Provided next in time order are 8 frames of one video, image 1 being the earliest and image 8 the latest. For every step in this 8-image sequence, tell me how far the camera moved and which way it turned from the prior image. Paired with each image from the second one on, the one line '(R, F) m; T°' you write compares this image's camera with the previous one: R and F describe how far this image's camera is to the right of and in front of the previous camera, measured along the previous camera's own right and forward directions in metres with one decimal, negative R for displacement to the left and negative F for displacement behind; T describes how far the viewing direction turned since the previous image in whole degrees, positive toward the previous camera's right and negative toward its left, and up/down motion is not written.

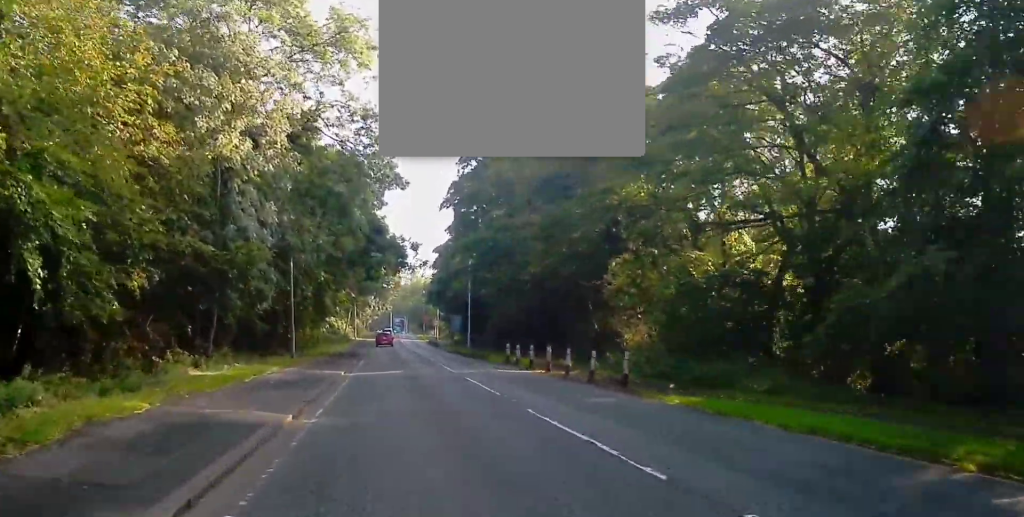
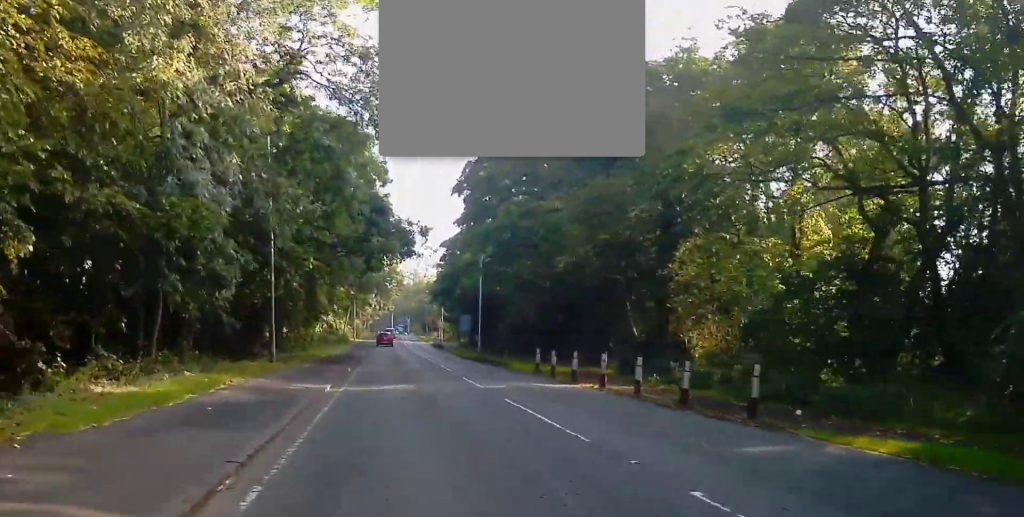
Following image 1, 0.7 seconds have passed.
(-0.5, +6.9) m; 0°
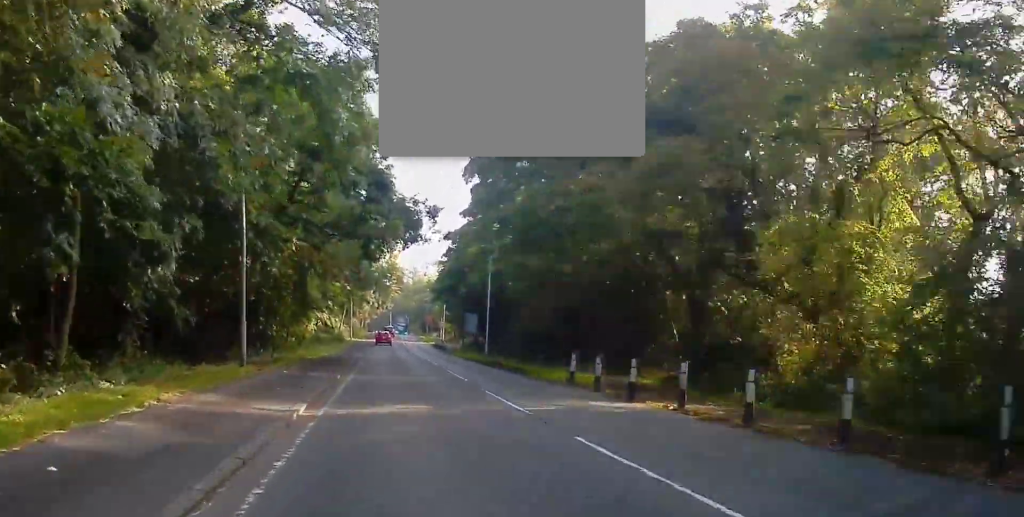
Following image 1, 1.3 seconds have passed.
(+0.1, +5.8) m; 0°
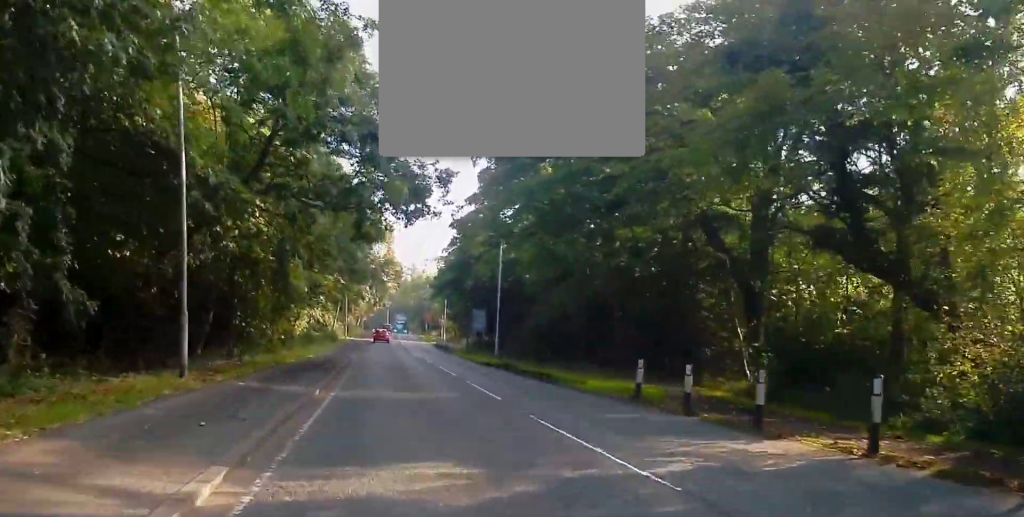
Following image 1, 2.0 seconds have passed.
(+0.3, +6.5) m; +1°
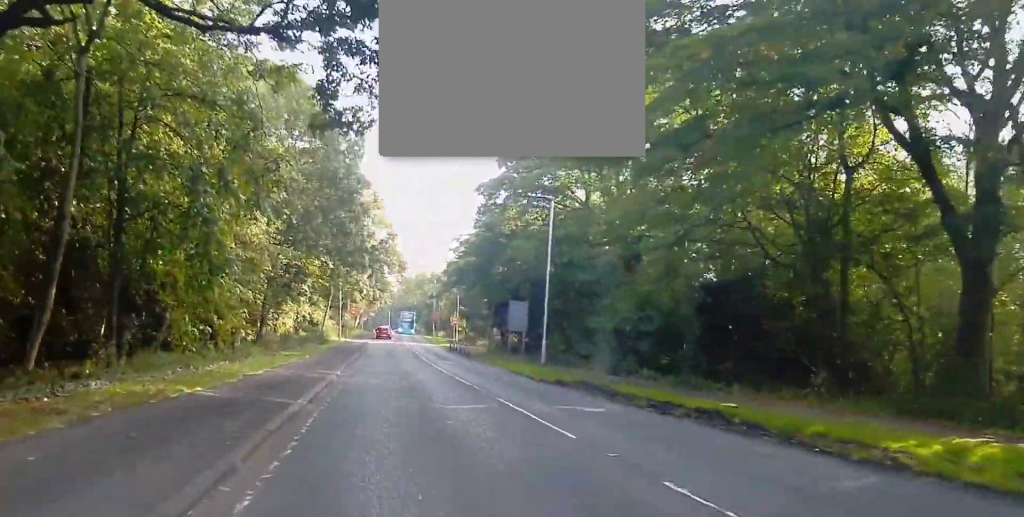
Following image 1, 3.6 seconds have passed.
(-0.3, +15.2) m; 0°
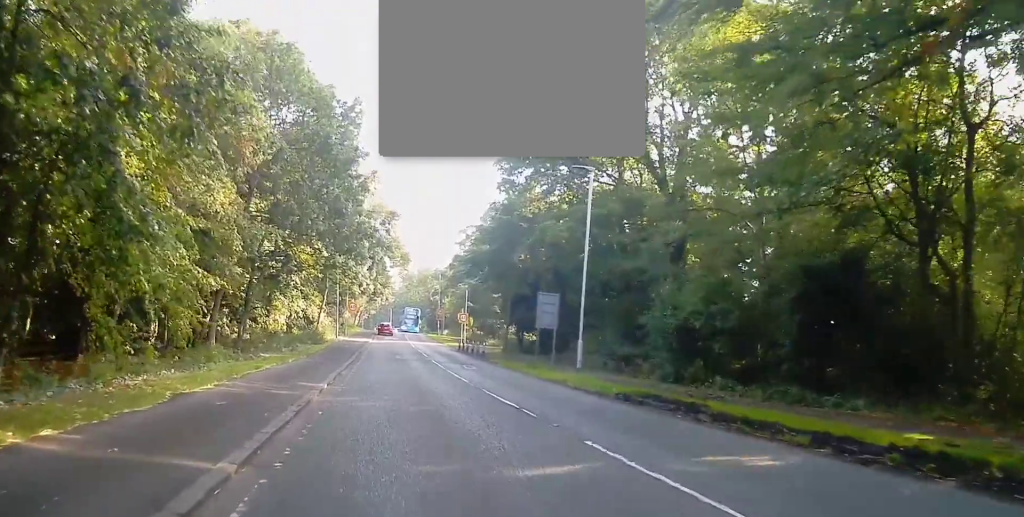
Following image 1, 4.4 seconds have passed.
(0.0, +6.5) m; 0°
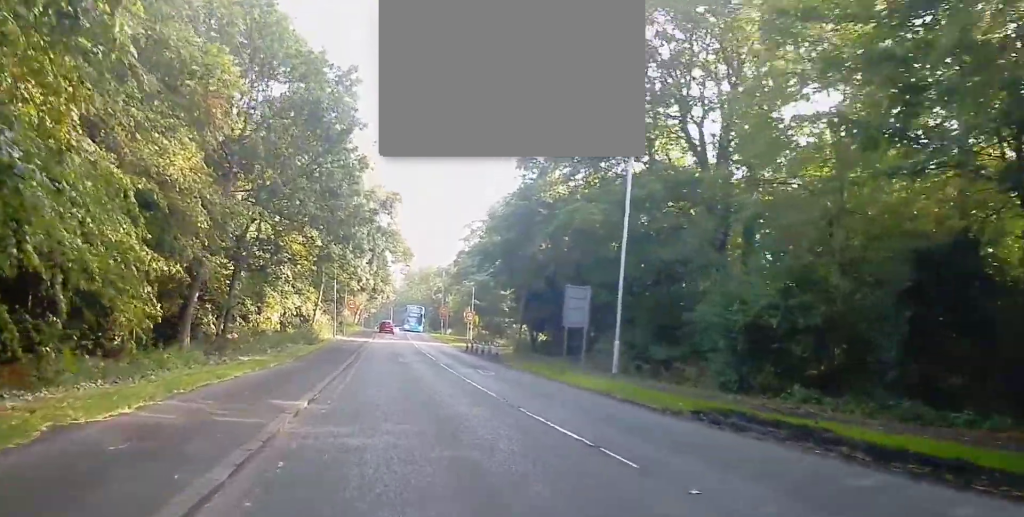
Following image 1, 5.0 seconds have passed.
(0.0, +4.7) m; -1°
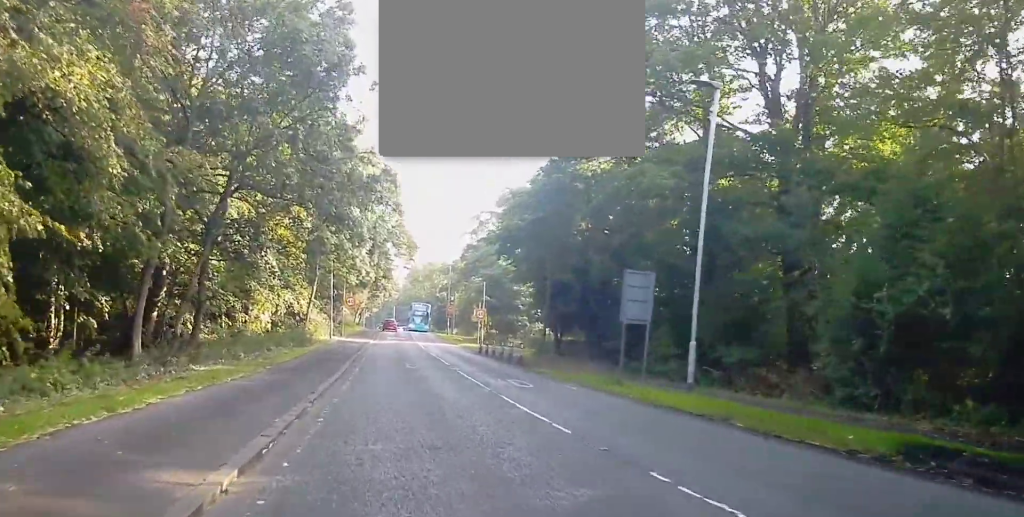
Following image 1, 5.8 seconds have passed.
(0.0, +6.4) m; 0°
